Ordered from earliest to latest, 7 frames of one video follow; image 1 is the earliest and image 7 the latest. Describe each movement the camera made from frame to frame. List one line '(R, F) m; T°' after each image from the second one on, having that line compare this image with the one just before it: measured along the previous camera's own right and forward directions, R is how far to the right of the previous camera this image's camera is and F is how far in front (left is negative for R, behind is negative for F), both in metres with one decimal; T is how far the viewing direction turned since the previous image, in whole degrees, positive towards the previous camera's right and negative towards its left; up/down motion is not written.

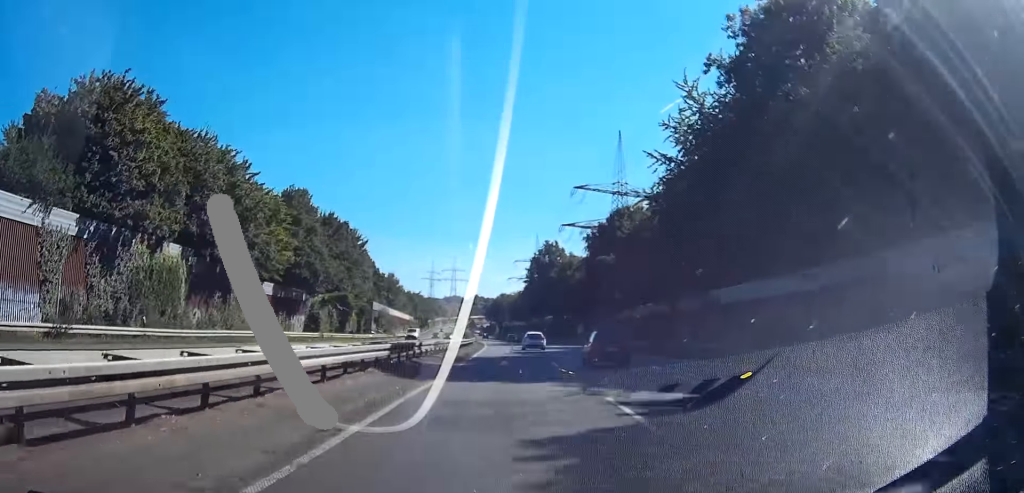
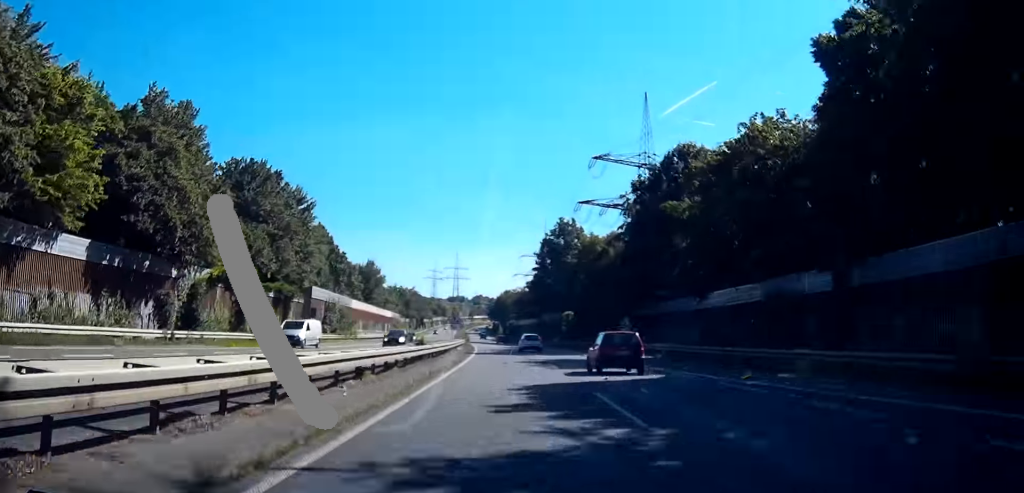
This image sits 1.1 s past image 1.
(-0.4, +34.8) m; -2°
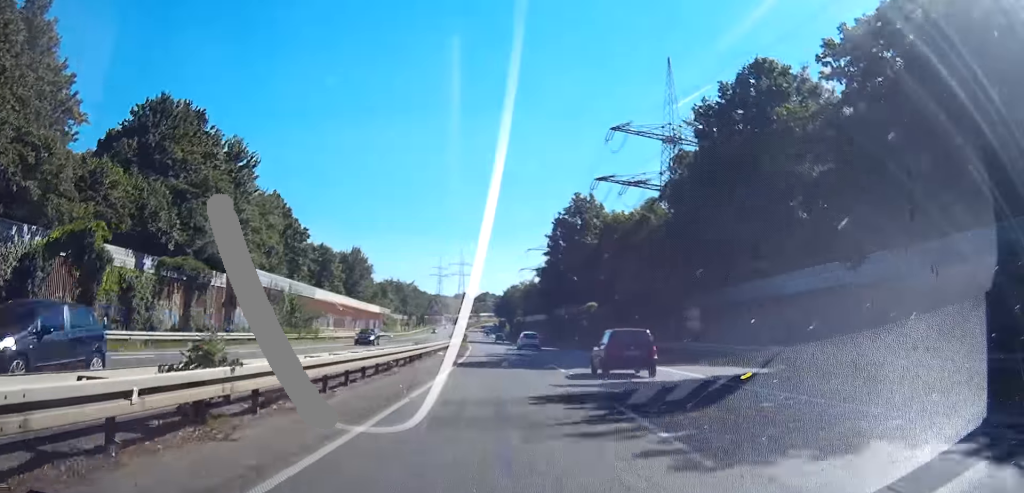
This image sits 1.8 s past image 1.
(-0.3, +21.7) m; -1°
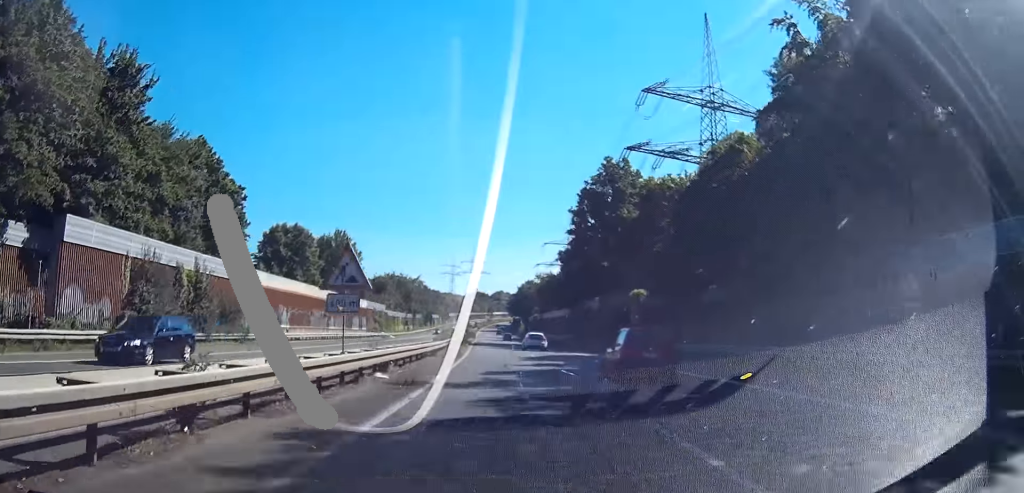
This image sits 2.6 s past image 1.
(-0.2, +22.8) m; 0°
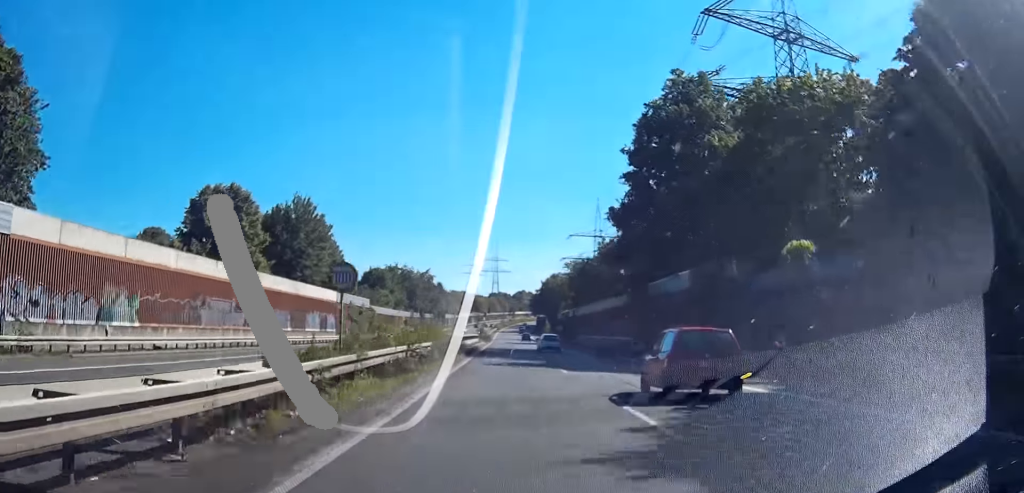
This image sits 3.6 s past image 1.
(+0.3, +31.2) m; 0°
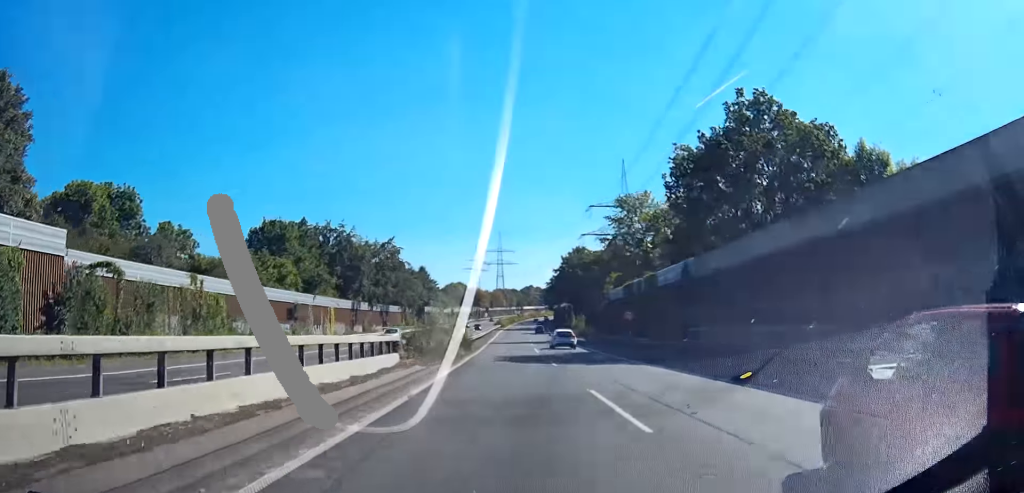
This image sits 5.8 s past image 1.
(+0.1, +68.8) m; +1°
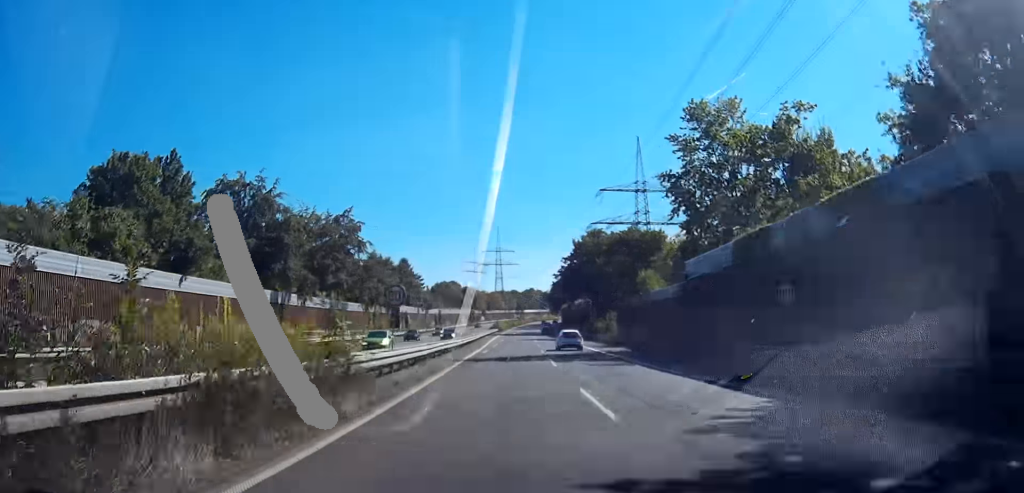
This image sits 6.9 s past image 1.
(+0.2, +31.9) m; +1°
